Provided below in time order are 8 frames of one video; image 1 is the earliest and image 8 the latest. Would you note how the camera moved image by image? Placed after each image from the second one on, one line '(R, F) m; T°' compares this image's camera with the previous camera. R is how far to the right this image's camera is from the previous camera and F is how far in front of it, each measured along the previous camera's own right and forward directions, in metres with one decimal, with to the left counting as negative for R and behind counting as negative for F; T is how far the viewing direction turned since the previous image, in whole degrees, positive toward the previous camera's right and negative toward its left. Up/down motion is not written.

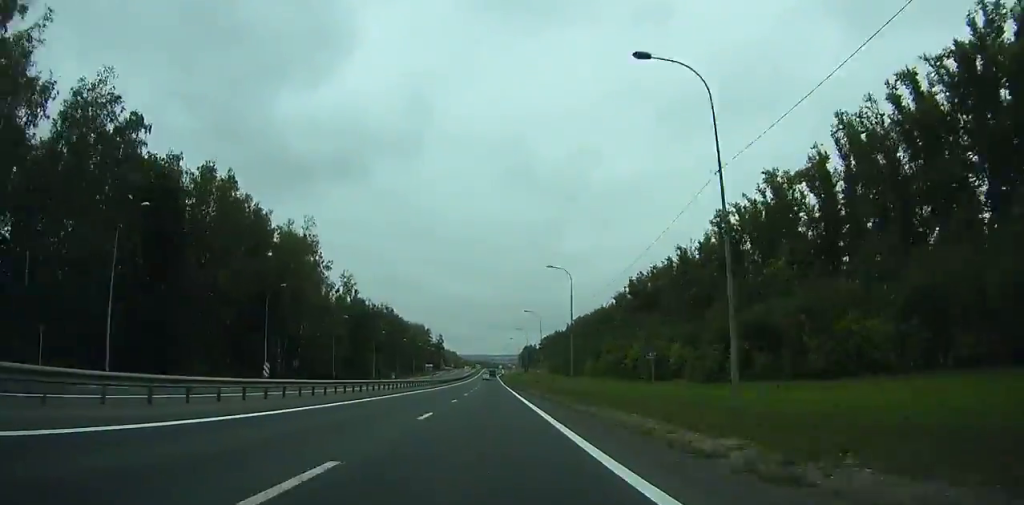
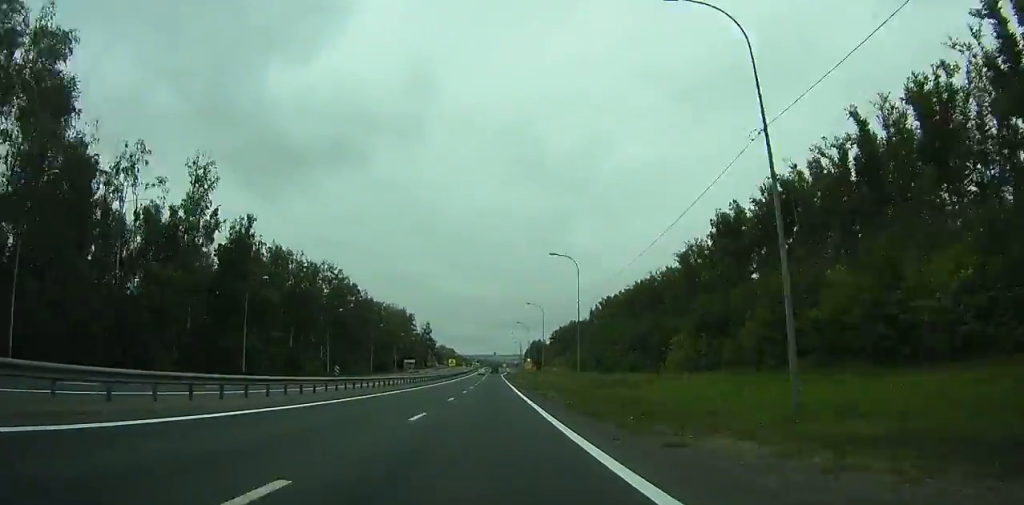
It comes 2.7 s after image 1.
(-0.4, +75.7) m; 0°
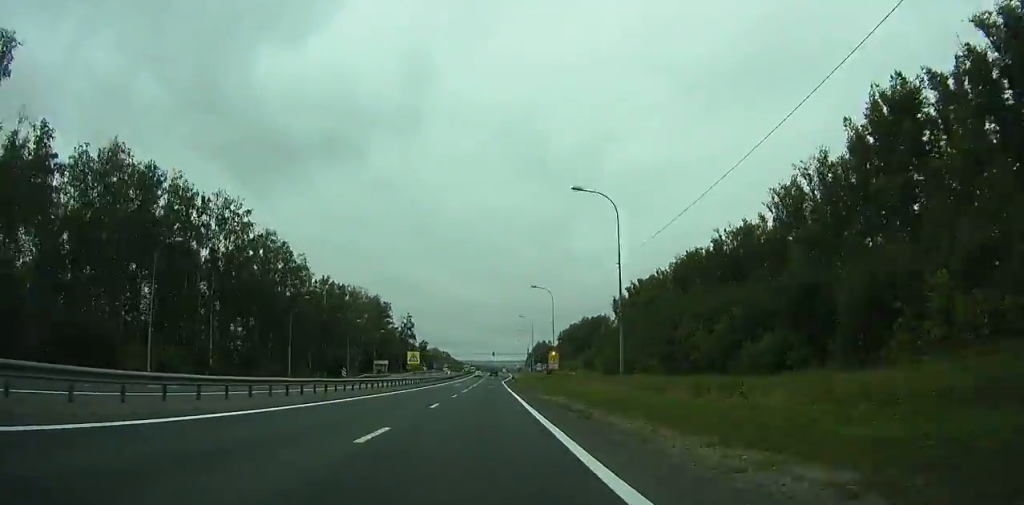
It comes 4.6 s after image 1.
(-0.1, +50.9) m; 0°
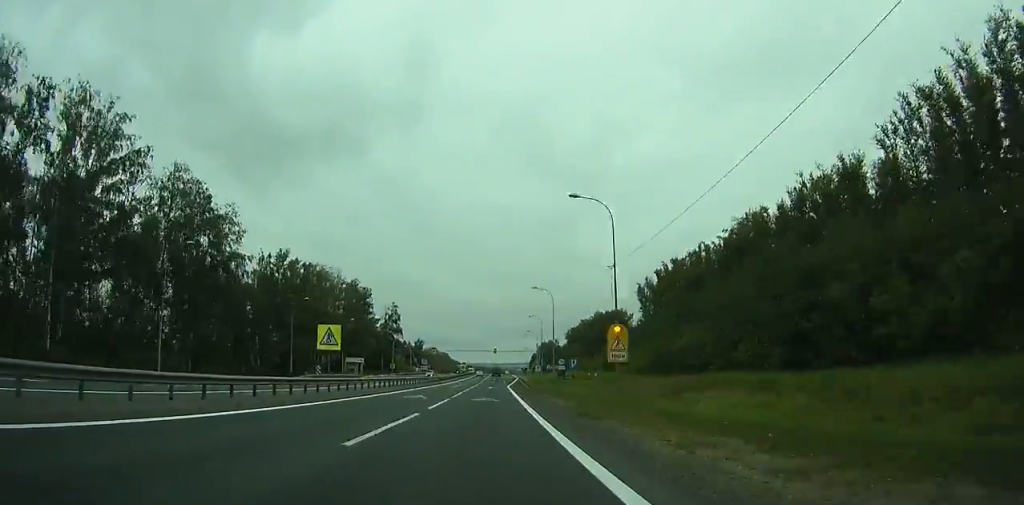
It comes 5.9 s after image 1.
(0.0, +34.0) m; 0°
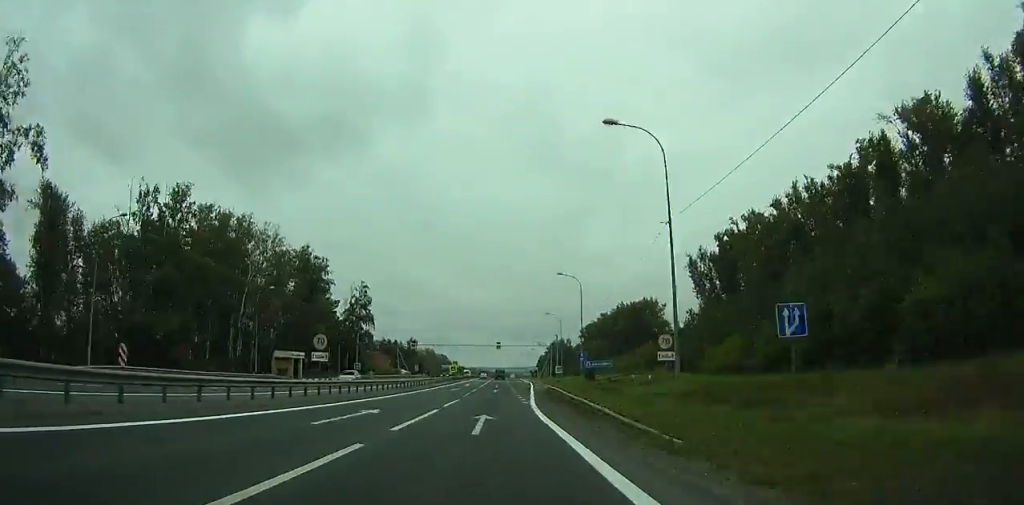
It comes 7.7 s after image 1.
(-0.1, +44.8) m; 0°
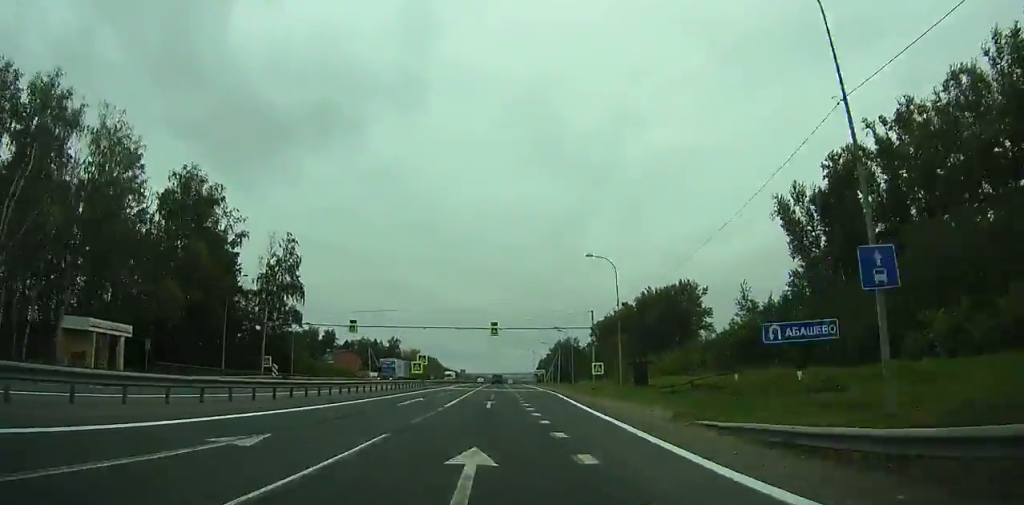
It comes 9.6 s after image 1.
(-0.2, +46.1) m; 0°
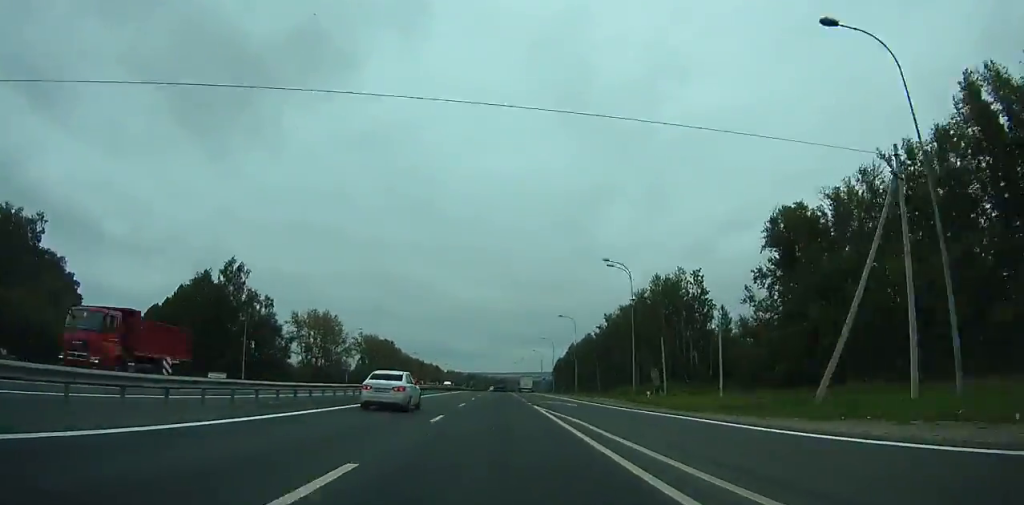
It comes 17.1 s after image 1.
(+0.6, +168.3) m; 0°
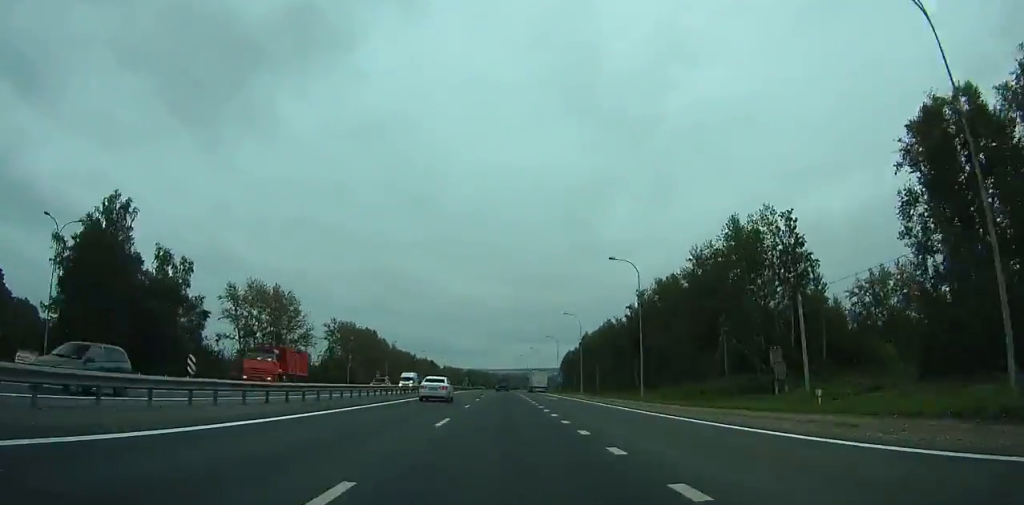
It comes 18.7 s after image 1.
(0.0, +35.7) m; 0°
